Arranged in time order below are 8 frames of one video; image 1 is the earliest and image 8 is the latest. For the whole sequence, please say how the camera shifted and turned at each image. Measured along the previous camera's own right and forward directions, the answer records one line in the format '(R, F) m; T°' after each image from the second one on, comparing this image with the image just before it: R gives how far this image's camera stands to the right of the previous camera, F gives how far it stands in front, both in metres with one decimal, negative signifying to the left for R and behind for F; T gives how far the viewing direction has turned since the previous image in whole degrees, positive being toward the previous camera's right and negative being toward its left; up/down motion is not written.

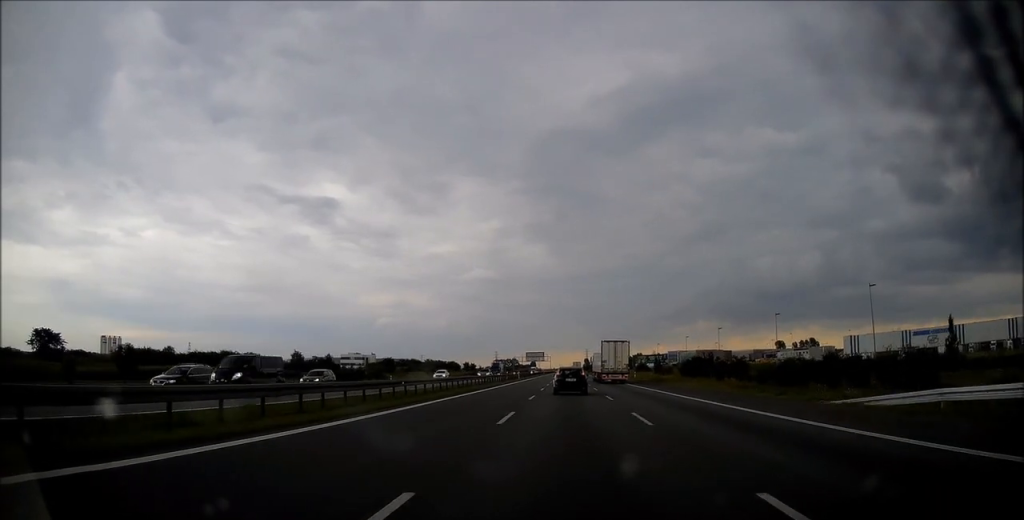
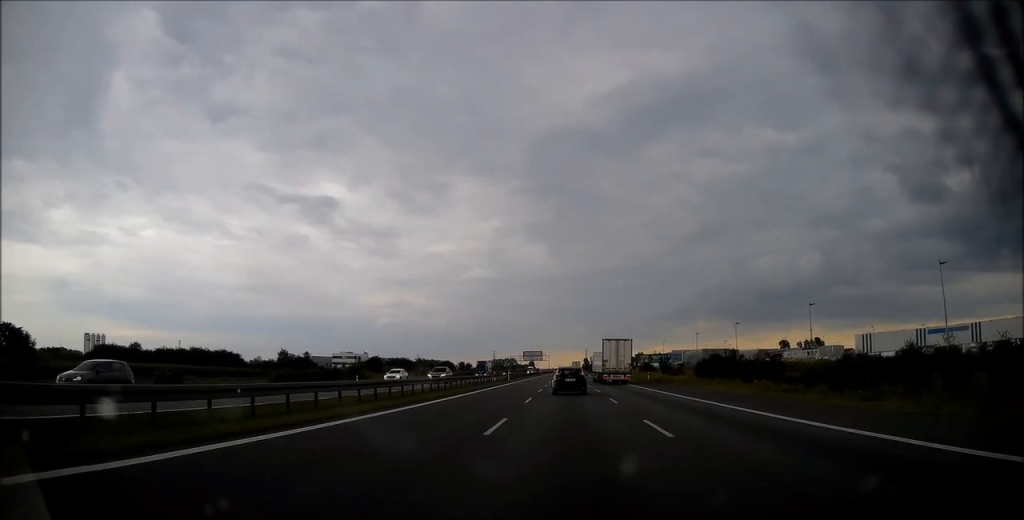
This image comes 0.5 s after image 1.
(0.0, +14.5) m; 0°
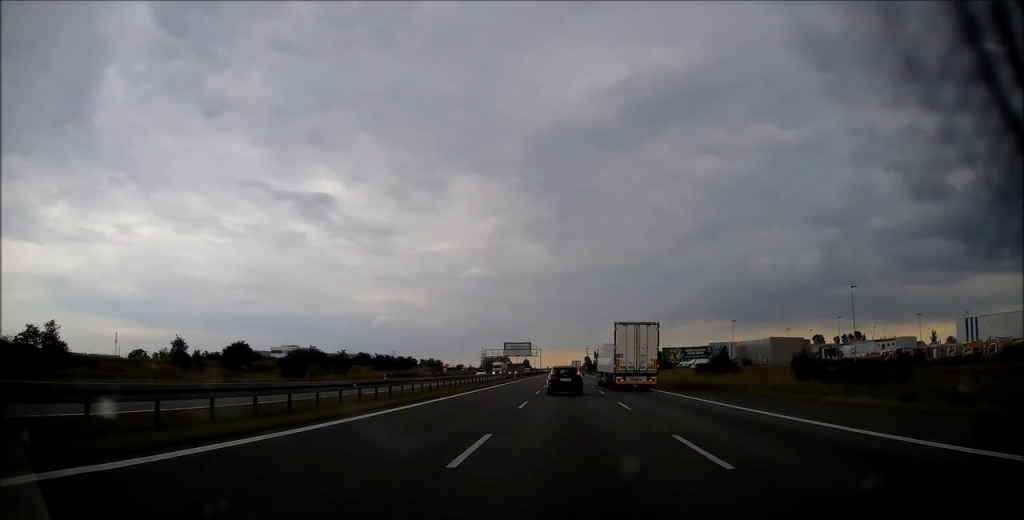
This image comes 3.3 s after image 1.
(+0.9, +87.9) m; +1°
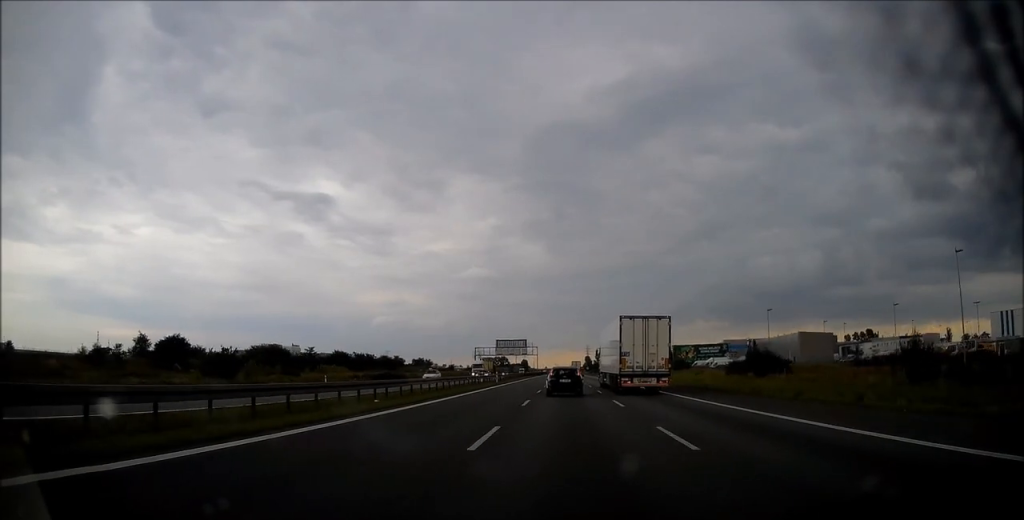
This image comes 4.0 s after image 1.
(-0.3, +22.1) m; -1°
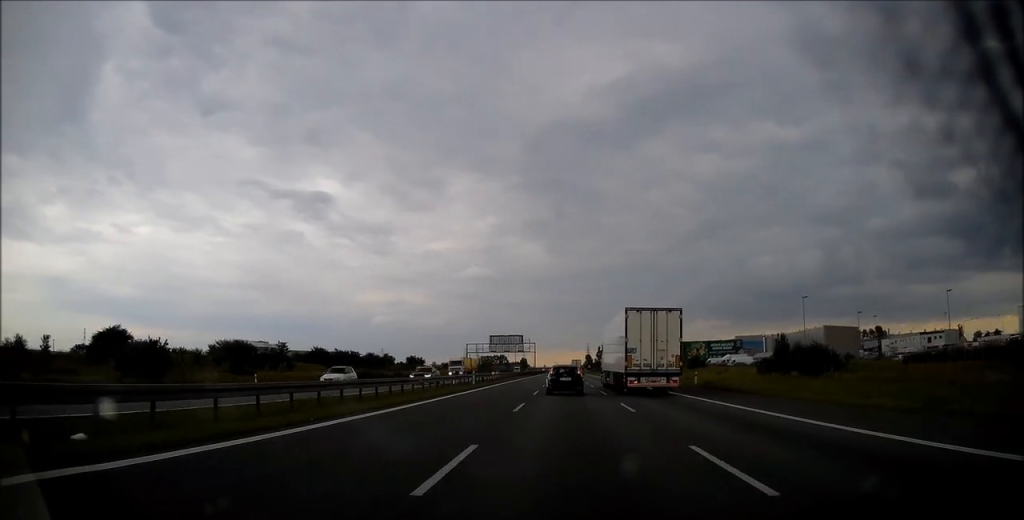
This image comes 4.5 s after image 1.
(0.0, +15.7) m; 0°
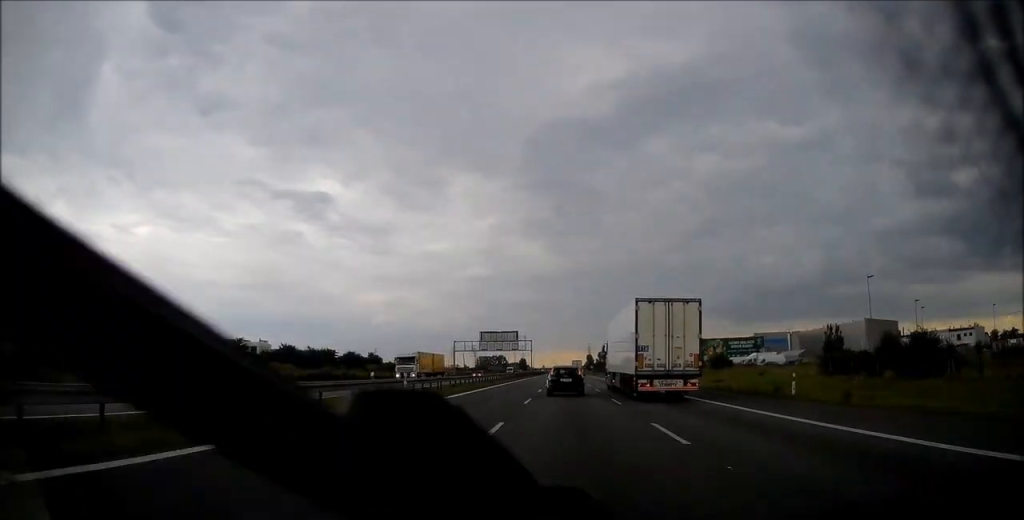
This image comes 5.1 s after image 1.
(0.0, +20.0) m; 0°
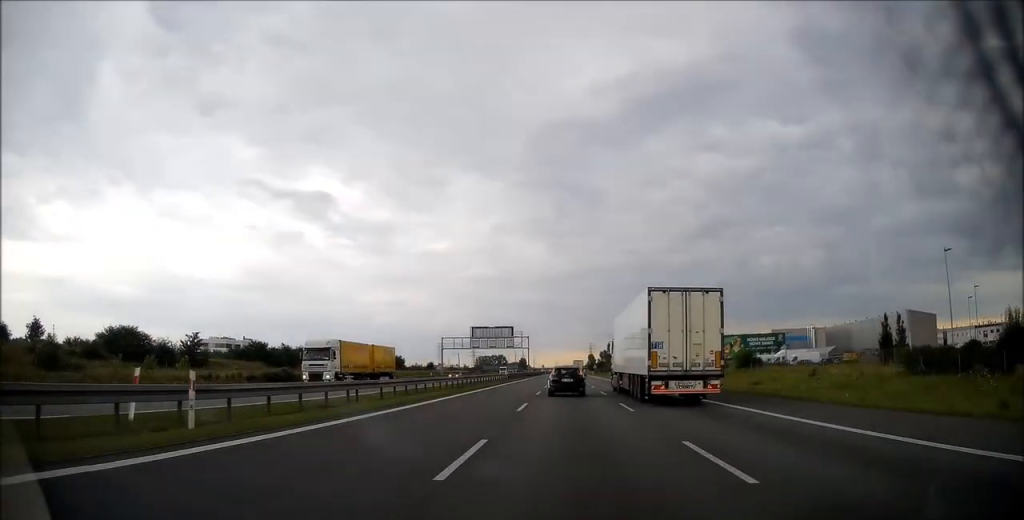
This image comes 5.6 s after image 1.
(0.0, +15.7) m; 0°
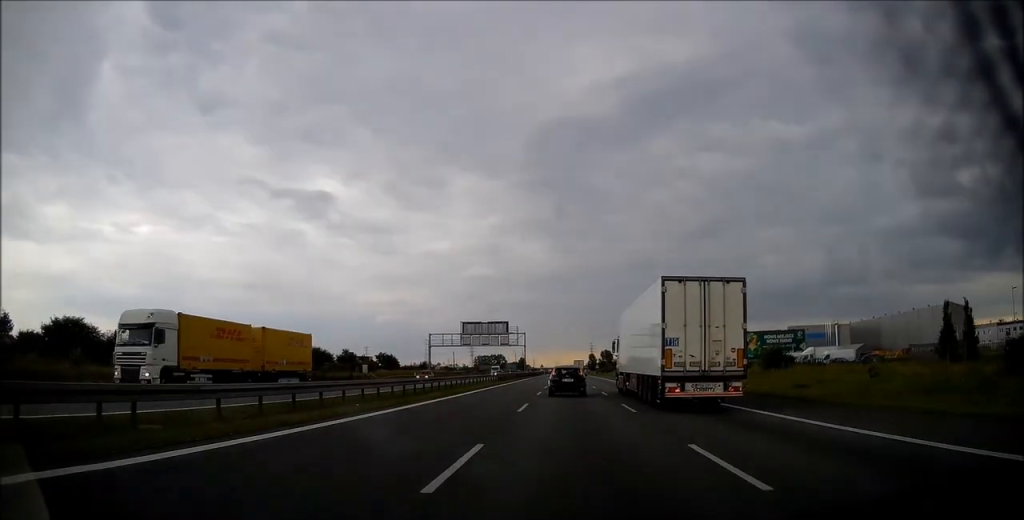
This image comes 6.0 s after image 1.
(0.0, +12.6) m; 0°
